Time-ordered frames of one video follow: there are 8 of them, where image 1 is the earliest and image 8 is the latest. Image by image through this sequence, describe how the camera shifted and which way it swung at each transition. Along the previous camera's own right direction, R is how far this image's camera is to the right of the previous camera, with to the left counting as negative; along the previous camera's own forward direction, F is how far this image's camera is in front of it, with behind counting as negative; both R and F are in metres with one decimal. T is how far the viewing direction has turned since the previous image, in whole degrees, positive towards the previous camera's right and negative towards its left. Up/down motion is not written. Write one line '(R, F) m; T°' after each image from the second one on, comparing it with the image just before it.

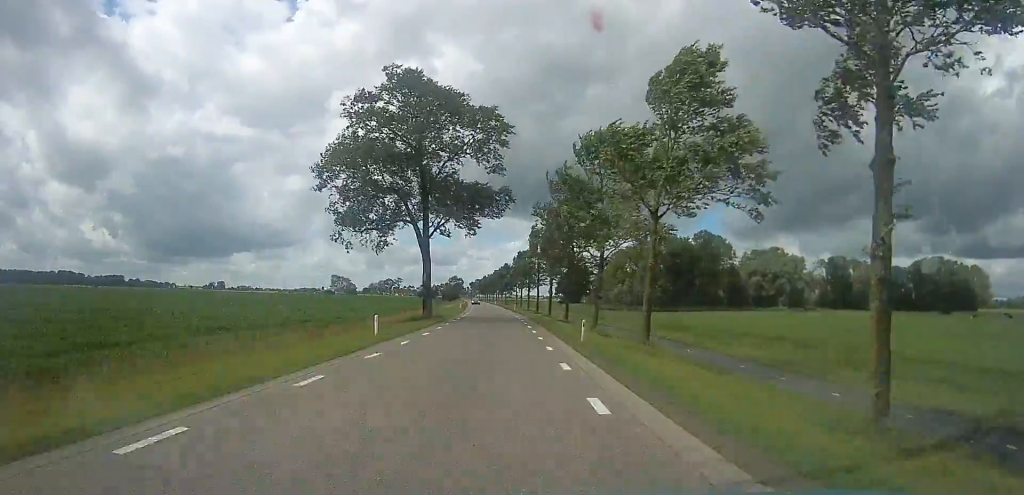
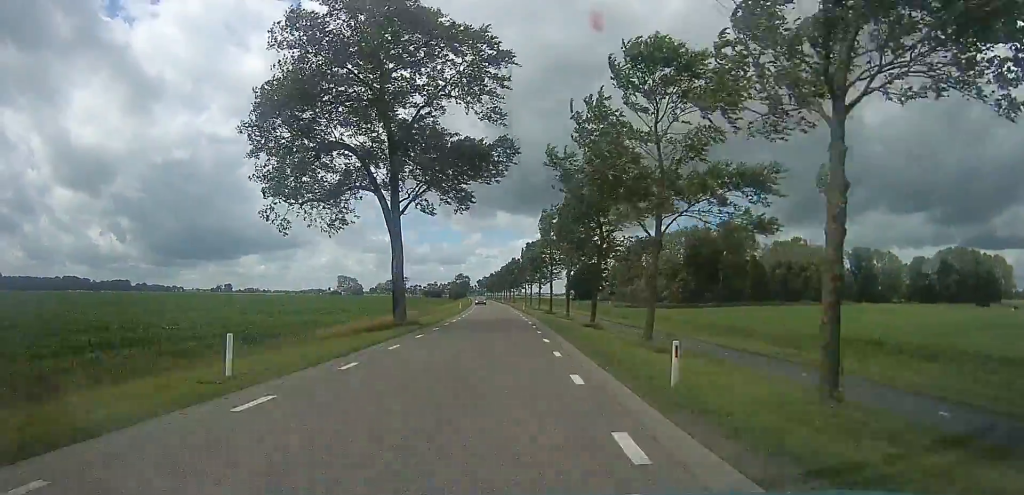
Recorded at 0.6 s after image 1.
(-0.3, +10.1) m; -1°
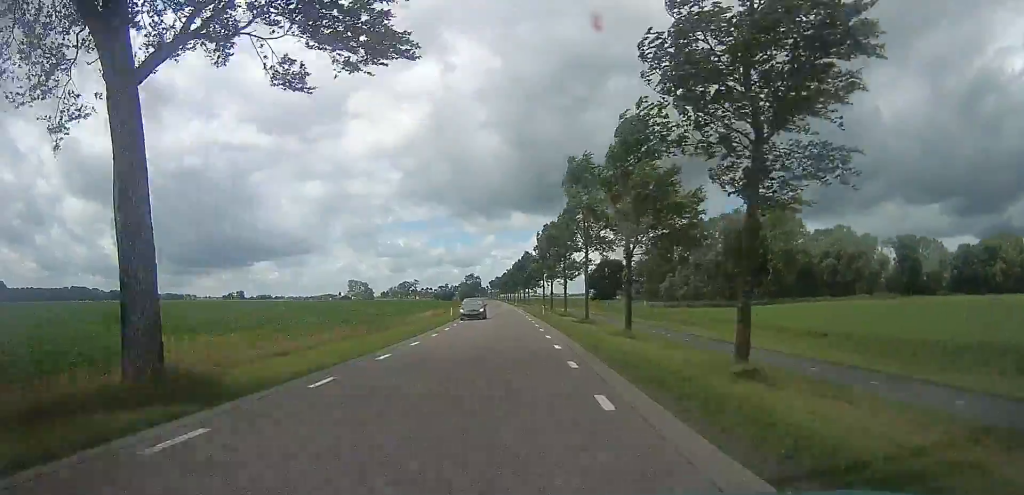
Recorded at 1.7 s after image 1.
(-0.1, +18.2) m; 0°
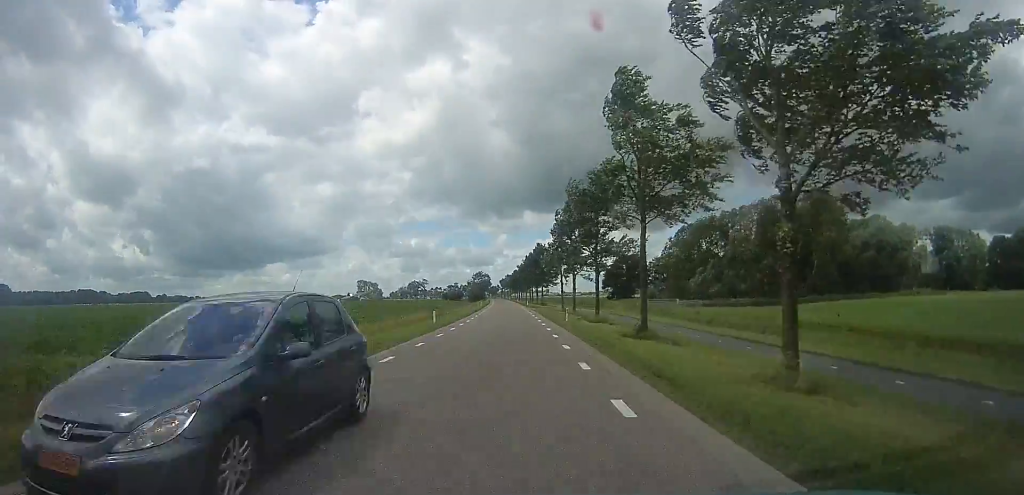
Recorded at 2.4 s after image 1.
(0.0, +12.7) m; 0°
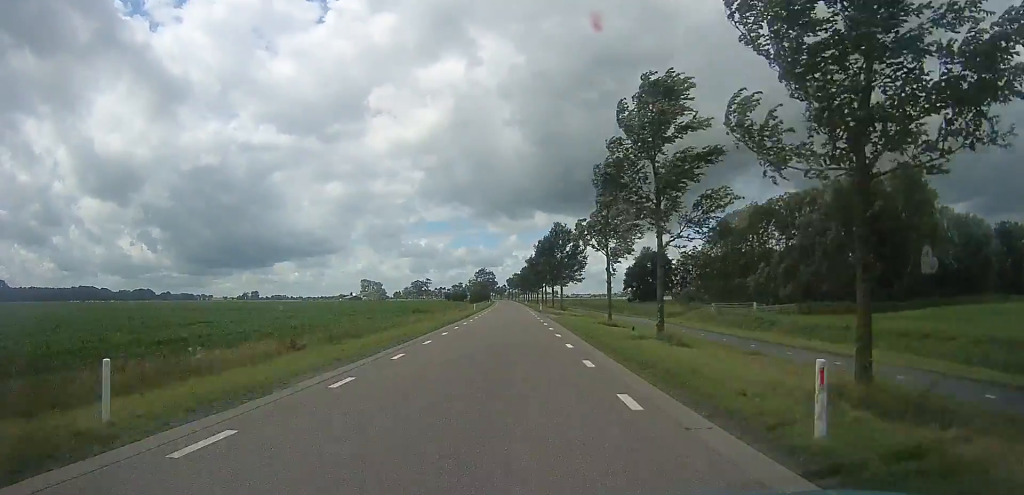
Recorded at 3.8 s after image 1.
(0.0, +23.8) m; 0°
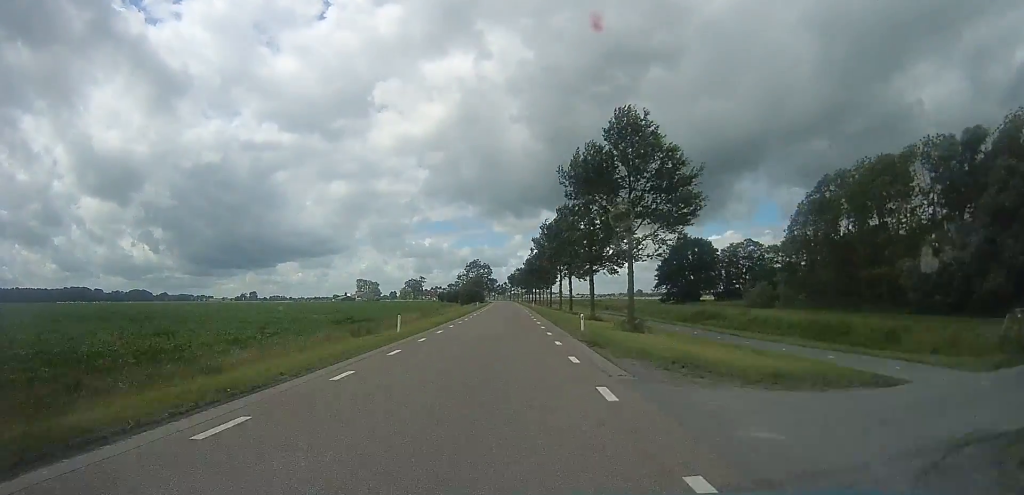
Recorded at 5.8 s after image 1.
(0.0, +35.9) m; 0°
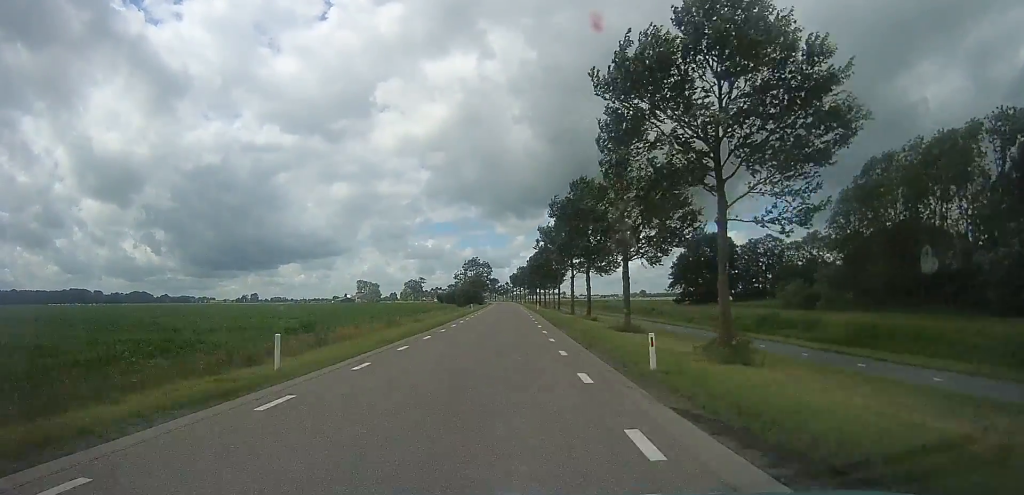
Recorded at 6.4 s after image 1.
(0.0, +10.7) m; 0°
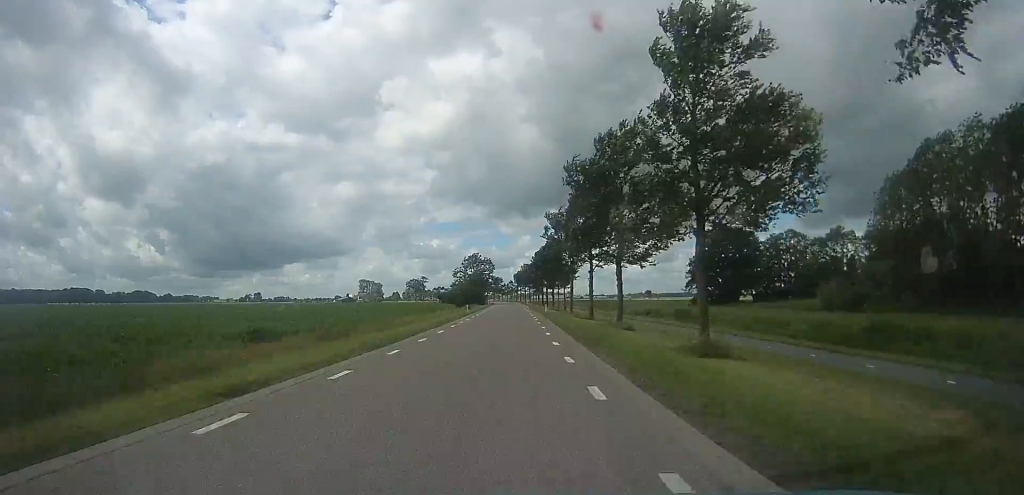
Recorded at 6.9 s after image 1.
(0.0, +9.5) m; 0°
